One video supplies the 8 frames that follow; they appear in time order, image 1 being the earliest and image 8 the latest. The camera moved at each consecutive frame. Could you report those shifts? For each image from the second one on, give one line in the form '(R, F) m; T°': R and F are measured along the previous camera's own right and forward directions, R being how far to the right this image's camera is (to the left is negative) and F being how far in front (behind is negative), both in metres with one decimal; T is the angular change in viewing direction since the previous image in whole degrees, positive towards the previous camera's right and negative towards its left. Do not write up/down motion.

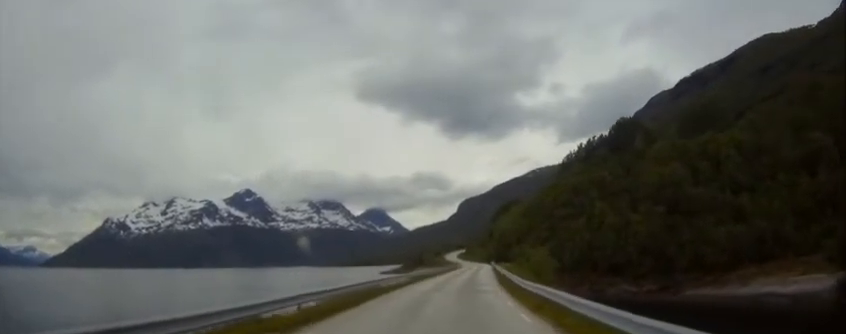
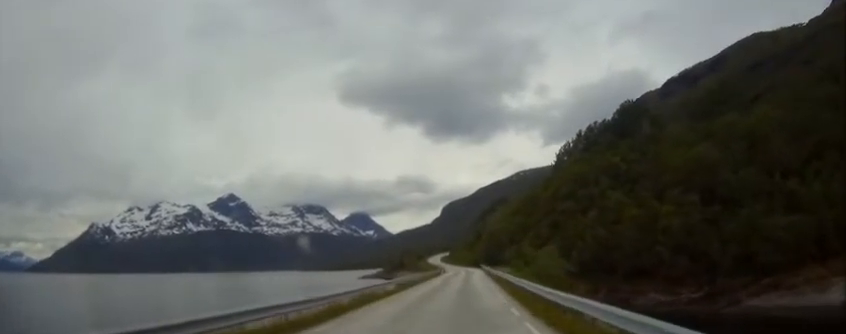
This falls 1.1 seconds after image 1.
(+0.3, +20.4) m; +1°
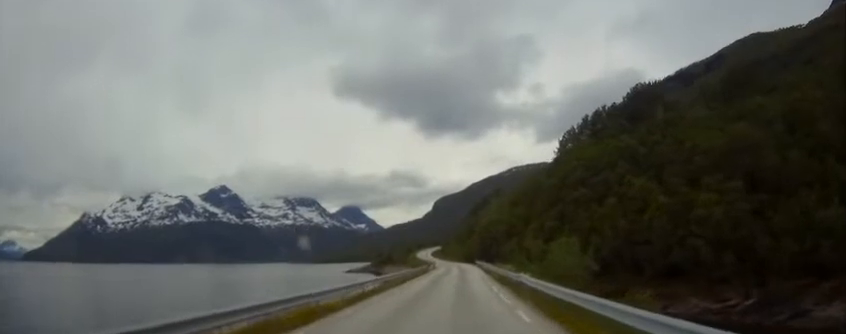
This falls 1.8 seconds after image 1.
(0.0, +14.8) m; 0°
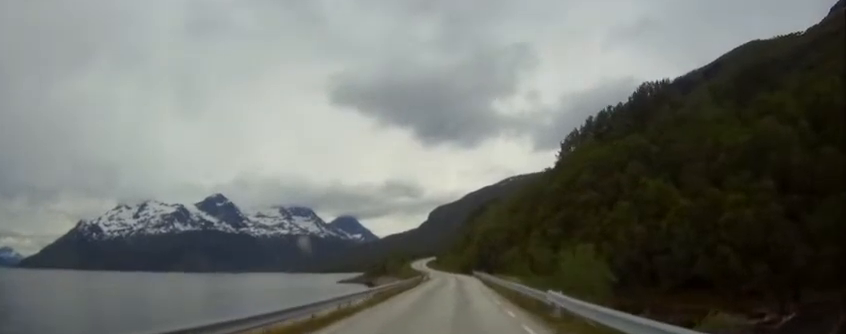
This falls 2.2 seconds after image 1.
(0.0, +7.7) m; 0°
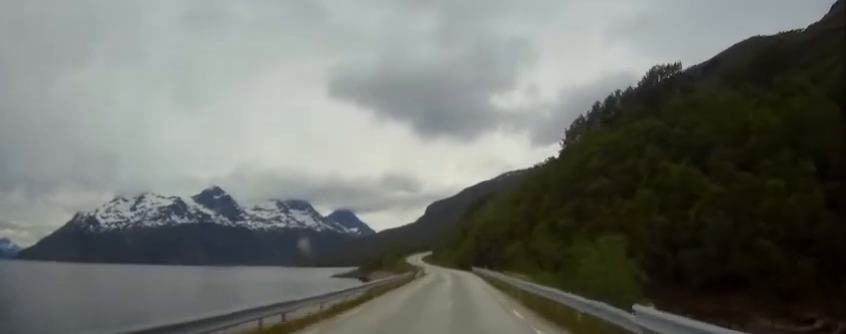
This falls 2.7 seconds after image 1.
(0.0, +8.4) m; 0°
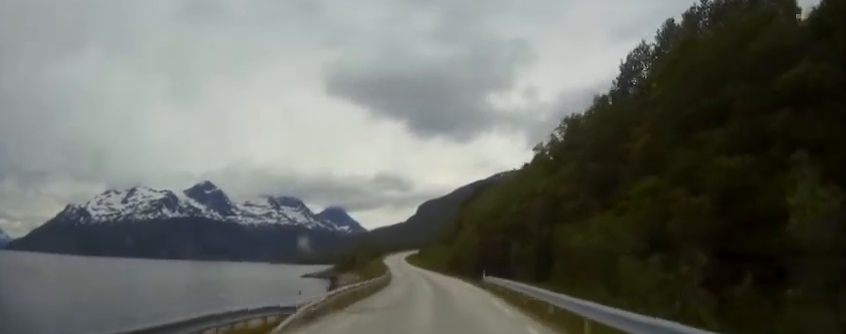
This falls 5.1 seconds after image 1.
(0.0, +46.9) m; 0°
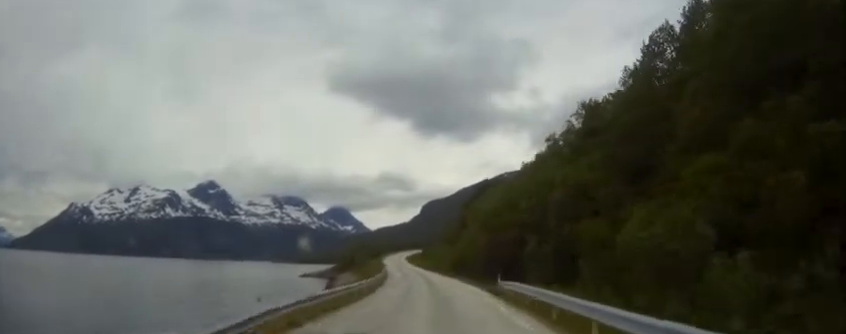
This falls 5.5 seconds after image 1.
(0.0, +8.5) m; 0°
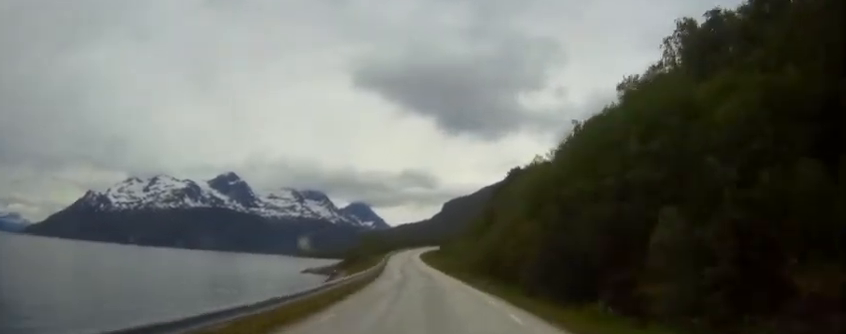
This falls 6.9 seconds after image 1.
(0.0, +28.3) m; -1°
